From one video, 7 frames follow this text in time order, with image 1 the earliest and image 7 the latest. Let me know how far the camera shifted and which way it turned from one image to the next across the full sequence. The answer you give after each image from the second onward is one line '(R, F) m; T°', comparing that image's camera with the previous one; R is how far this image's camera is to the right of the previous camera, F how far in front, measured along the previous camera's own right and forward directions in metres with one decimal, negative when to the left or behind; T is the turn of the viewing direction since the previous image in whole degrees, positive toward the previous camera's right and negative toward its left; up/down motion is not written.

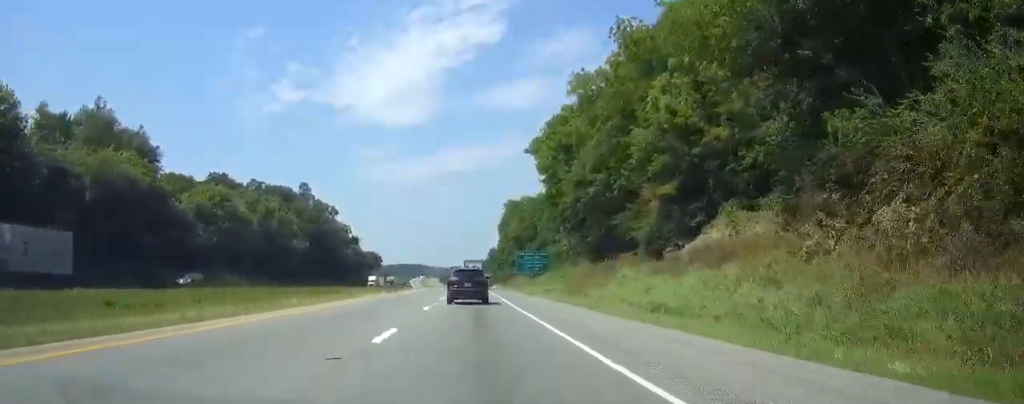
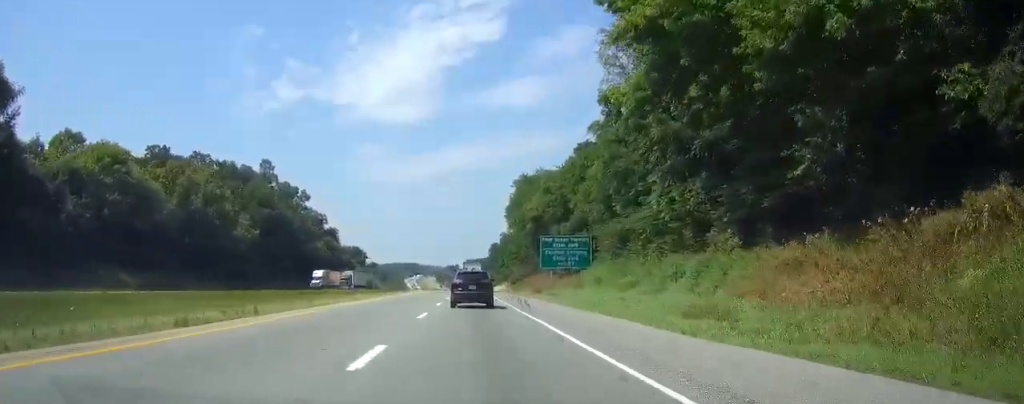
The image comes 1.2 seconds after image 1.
(0.0, +40.3) m; 0°
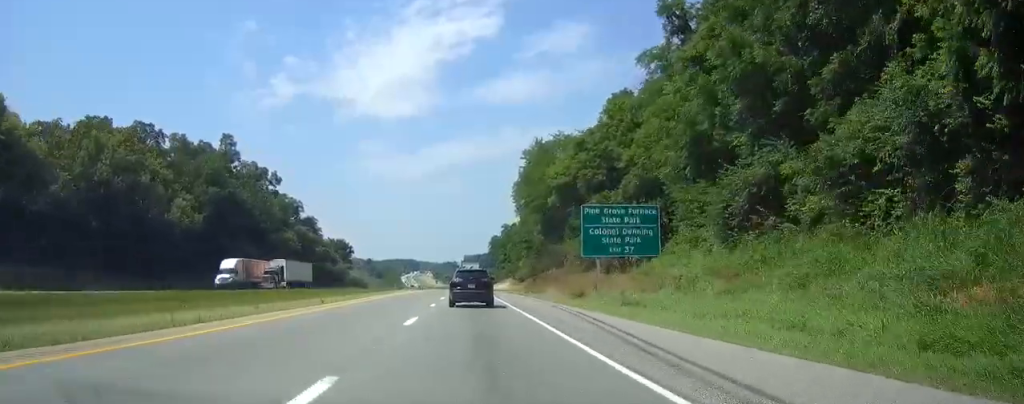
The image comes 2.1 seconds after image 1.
(+0.1, +28.2) m; 0°
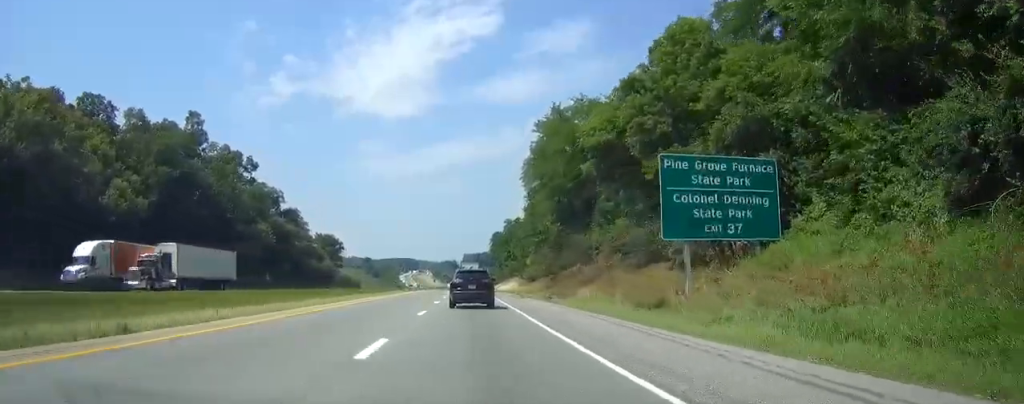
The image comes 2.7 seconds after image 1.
(+0.1, +19.5) m; 0°
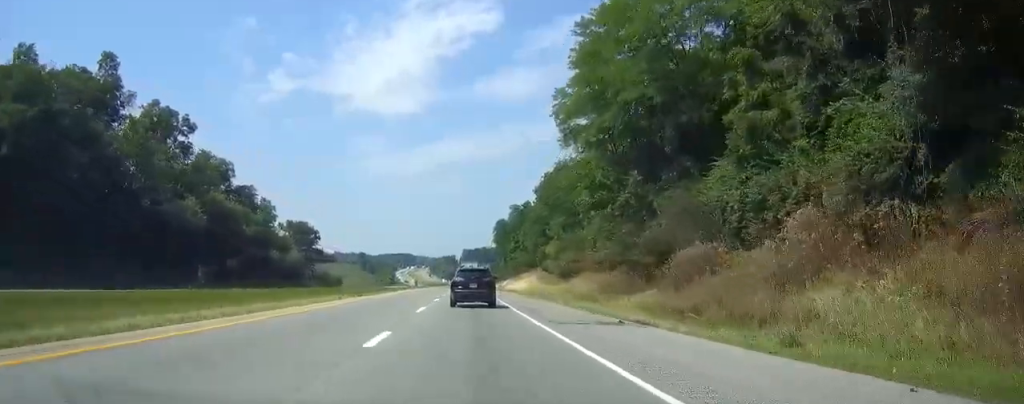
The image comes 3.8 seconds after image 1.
(-0.1, +35.4) m; 0°
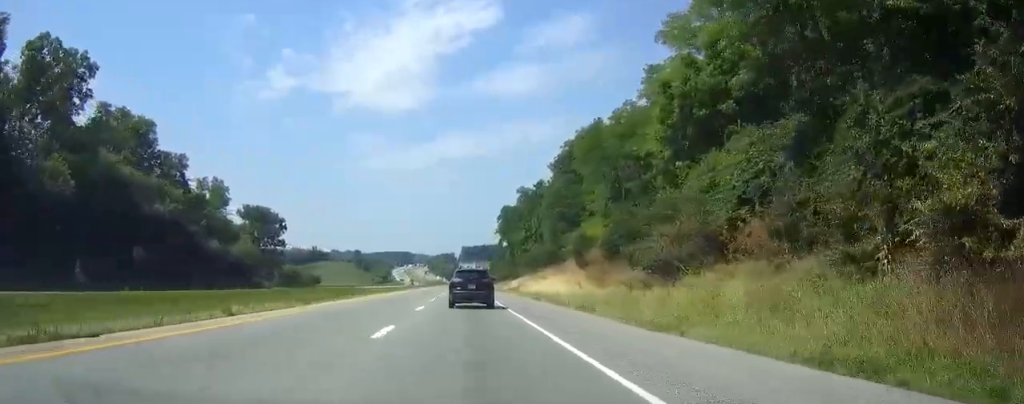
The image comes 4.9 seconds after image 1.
(+0.1, +35.1) m; 0°
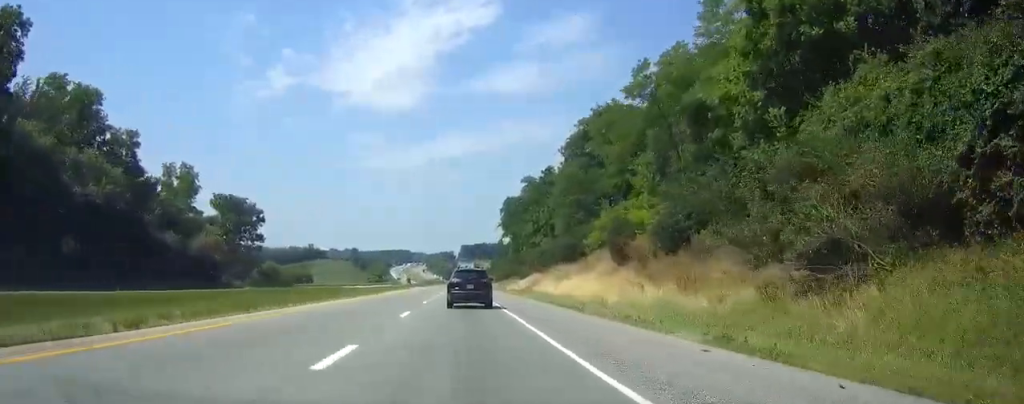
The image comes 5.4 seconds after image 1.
(0.0, +16.9) m; 0°
